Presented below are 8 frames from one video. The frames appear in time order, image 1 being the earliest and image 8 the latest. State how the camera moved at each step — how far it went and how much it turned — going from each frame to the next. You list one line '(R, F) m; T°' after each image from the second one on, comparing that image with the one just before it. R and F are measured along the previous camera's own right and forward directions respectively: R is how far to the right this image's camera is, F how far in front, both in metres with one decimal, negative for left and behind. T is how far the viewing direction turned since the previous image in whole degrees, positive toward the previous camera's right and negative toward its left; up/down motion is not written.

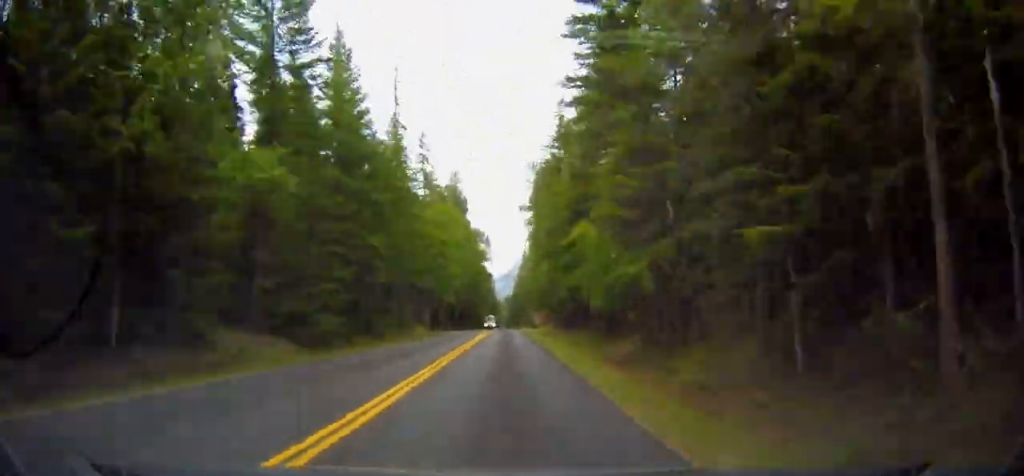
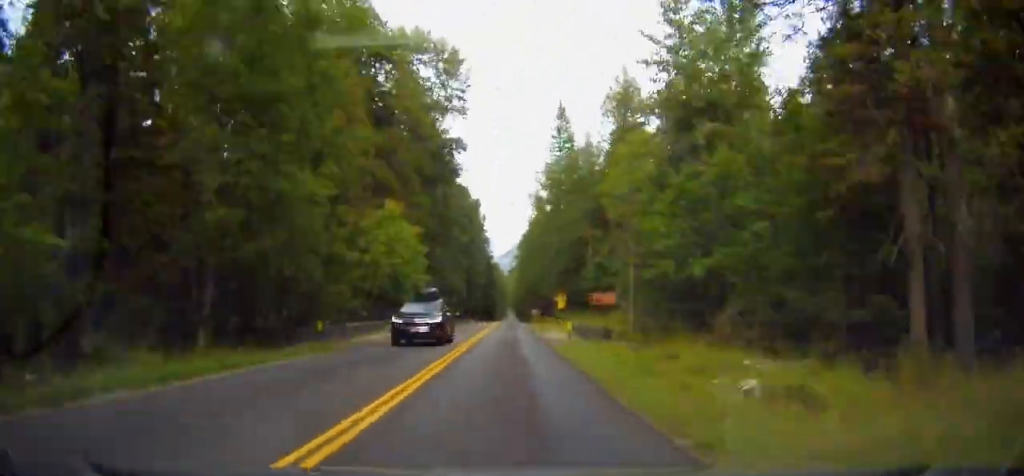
(-0.3, +142.3) m; -1°
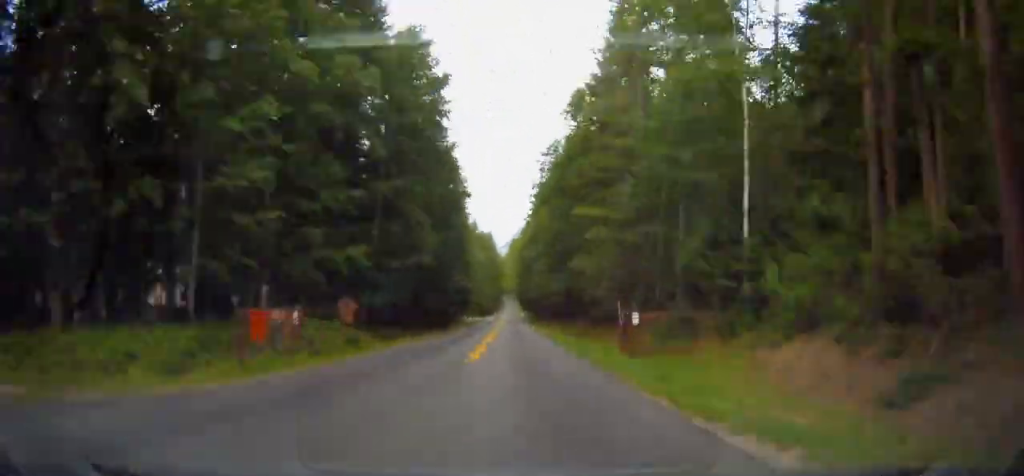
(-1.9, +137.9) m; -1°
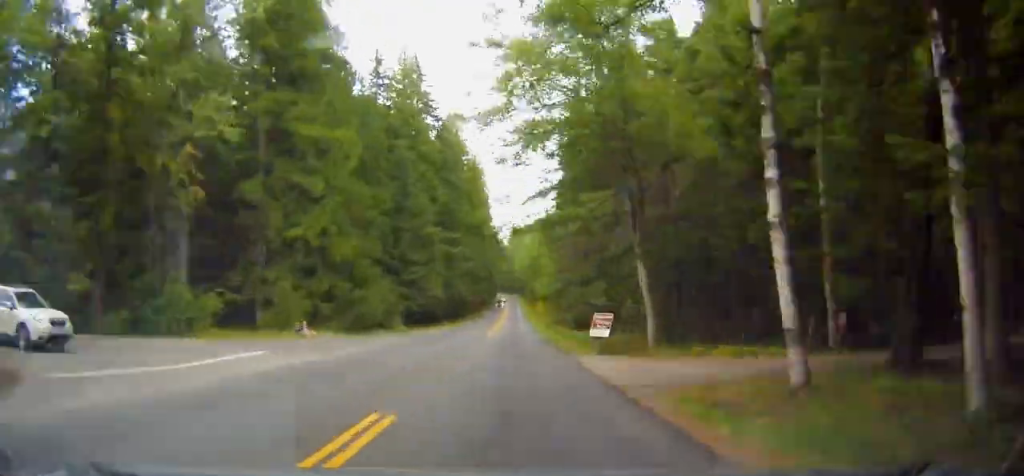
(+1.4, +134.2) m; +3°
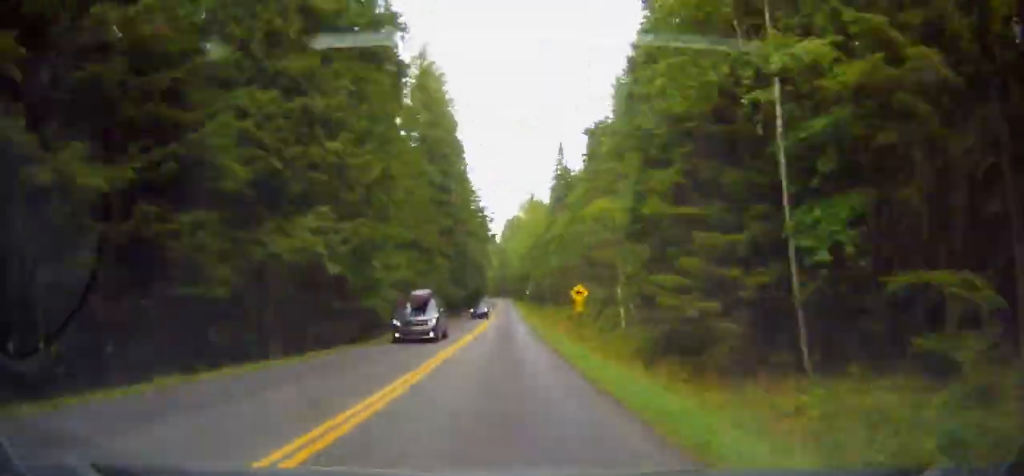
(+0.7, +62.7) m; +2°
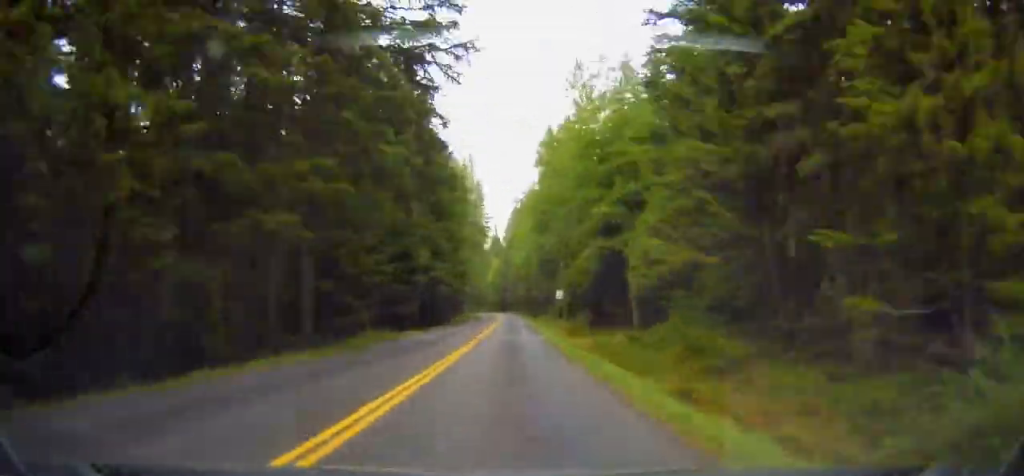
(+2.1, +78.2) m; -4°
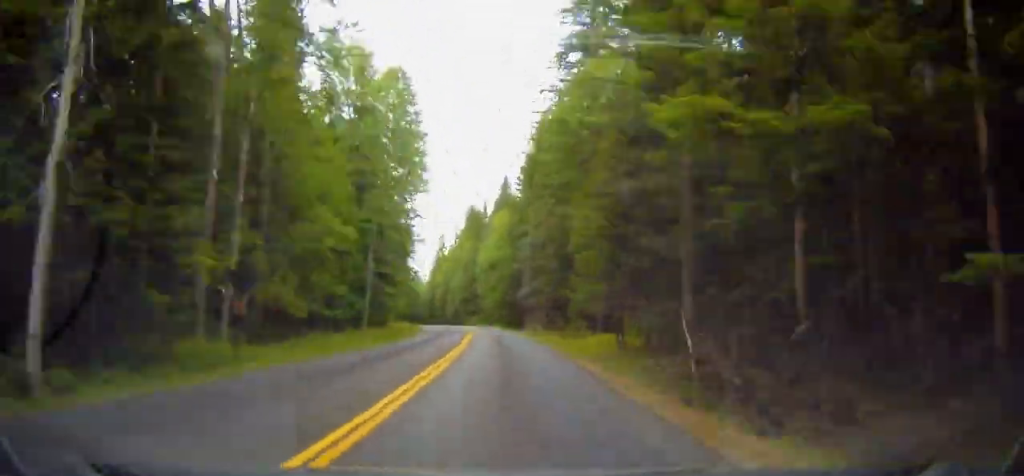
(-8.2, +111.7) m; -7°
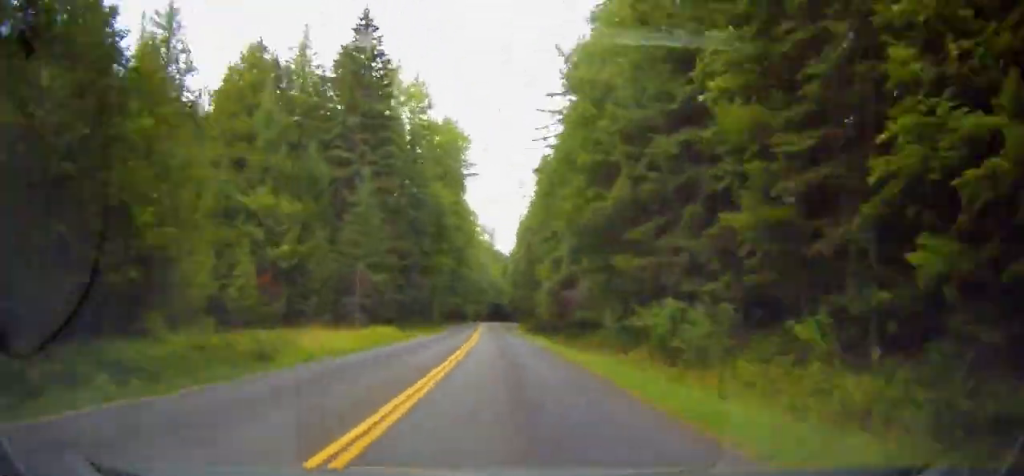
(-6.6, +107.5) m; -2°
